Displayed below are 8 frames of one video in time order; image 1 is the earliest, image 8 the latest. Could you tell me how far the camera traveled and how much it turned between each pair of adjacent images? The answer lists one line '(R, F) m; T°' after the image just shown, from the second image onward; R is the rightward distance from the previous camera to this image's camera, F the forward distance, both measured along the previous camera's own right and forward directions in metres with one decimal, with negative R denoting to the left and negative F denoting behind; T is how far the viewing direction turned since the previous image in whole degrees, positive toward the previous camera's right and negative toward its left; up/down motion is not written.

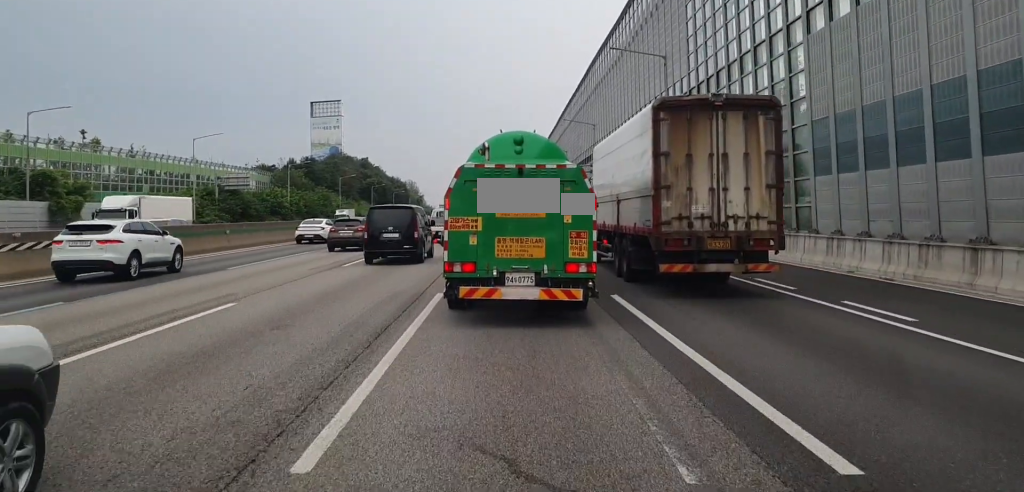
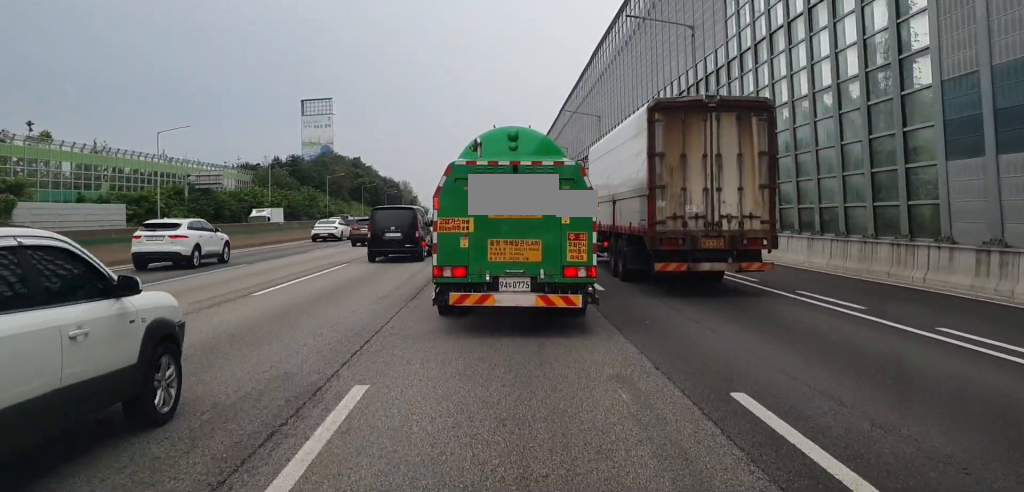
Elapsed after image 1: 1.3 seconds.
(0.0, +8.4) m; 0°
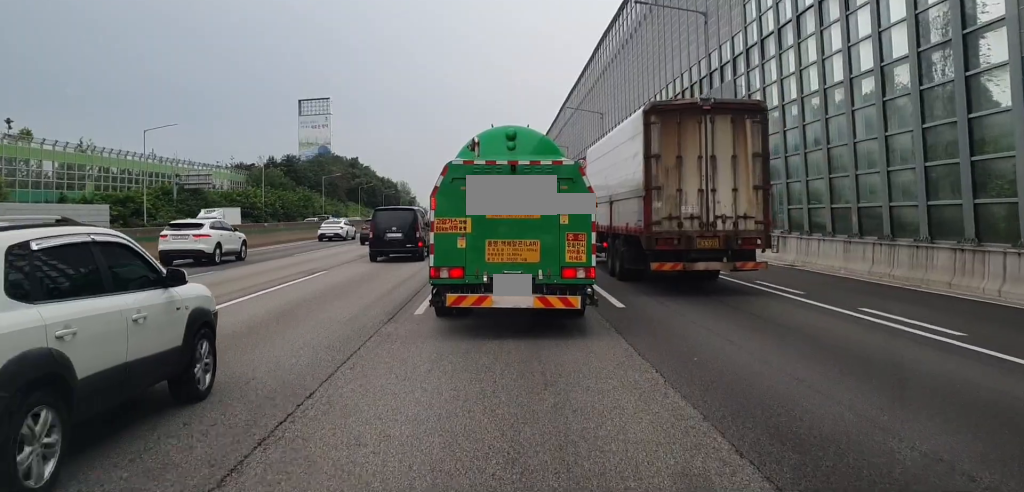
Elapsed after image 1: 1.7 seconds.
(0.0, +3.0) m; 0°
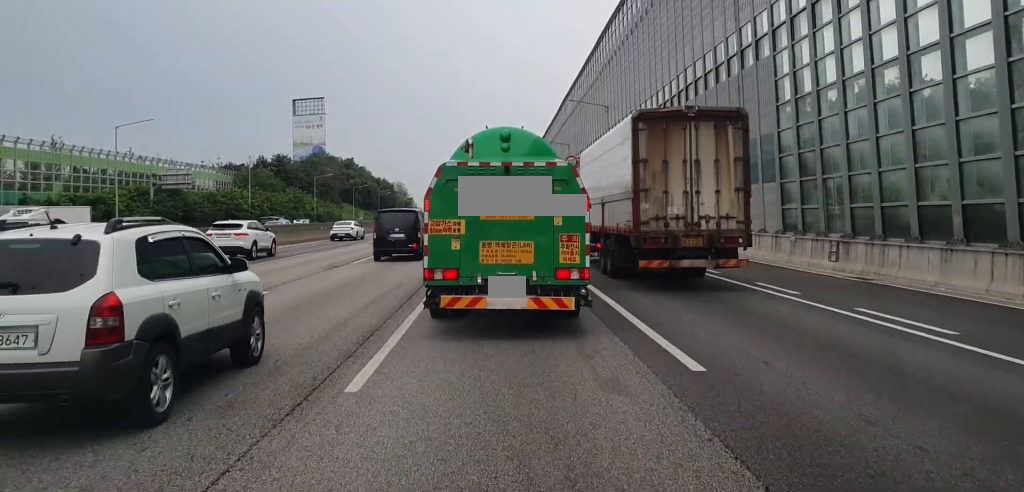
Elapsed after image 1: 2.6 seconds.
(0.0, +5.8) m; 0°
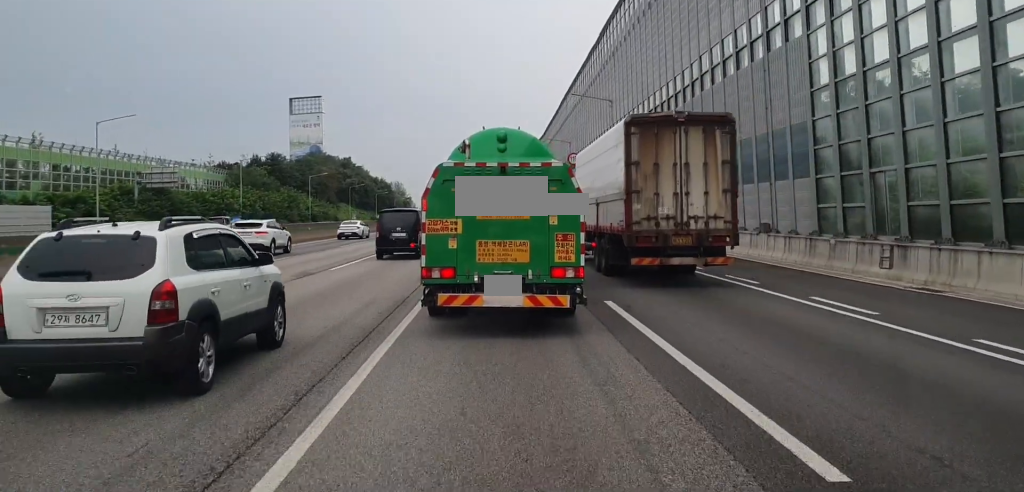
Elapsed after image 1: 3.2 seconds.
(0.0, +3.6) m; 0°
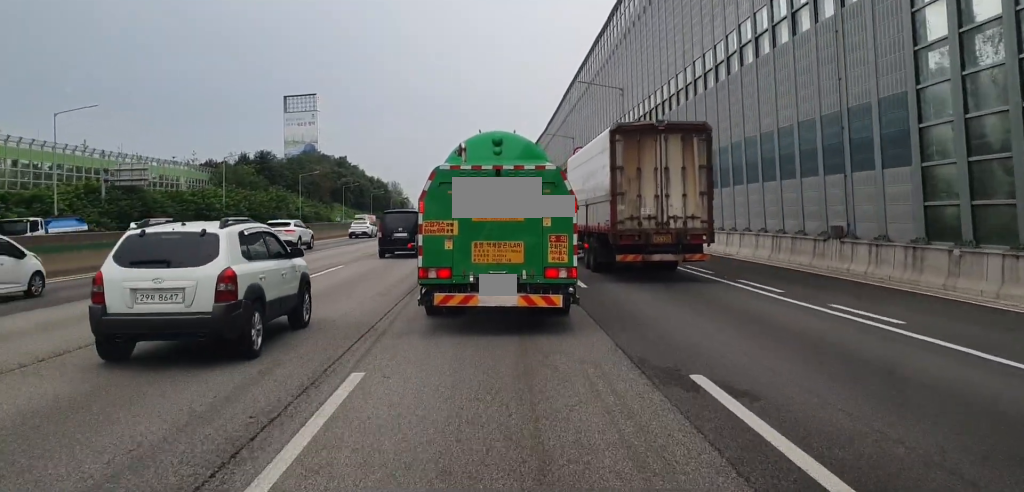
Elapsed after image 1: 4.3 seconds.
(0.0, +7.0) m; 0°
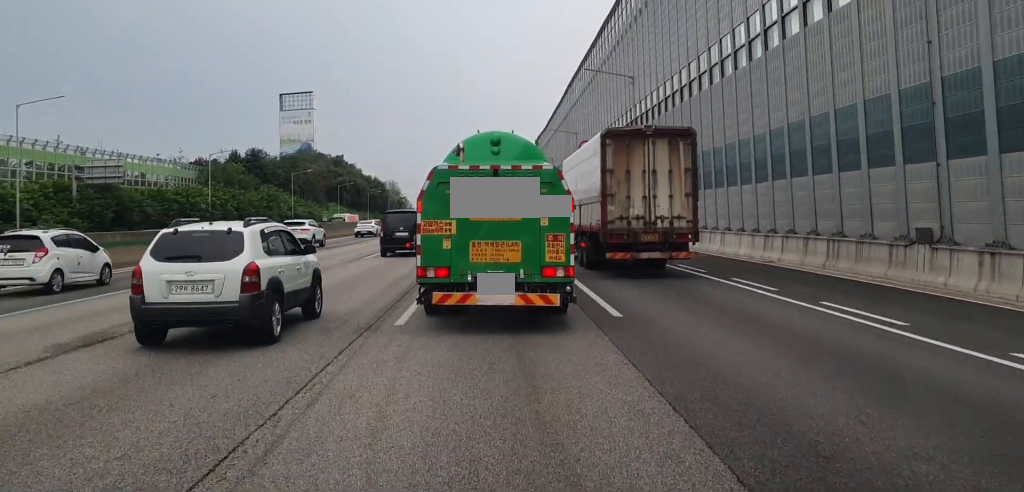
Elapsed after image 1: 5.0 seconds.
(0.0, +5.3) m; 0°
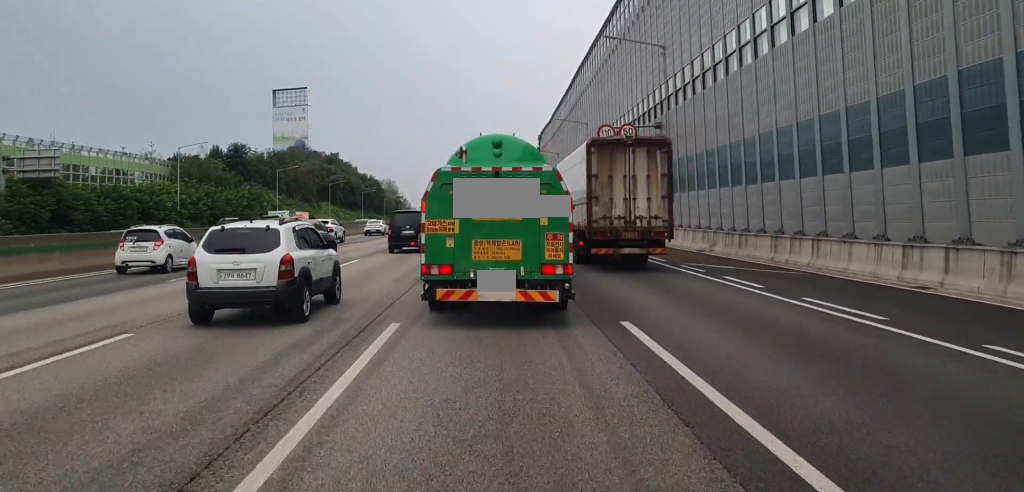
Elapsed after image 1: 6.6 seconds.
(0.0, +10.8) m; 0°
